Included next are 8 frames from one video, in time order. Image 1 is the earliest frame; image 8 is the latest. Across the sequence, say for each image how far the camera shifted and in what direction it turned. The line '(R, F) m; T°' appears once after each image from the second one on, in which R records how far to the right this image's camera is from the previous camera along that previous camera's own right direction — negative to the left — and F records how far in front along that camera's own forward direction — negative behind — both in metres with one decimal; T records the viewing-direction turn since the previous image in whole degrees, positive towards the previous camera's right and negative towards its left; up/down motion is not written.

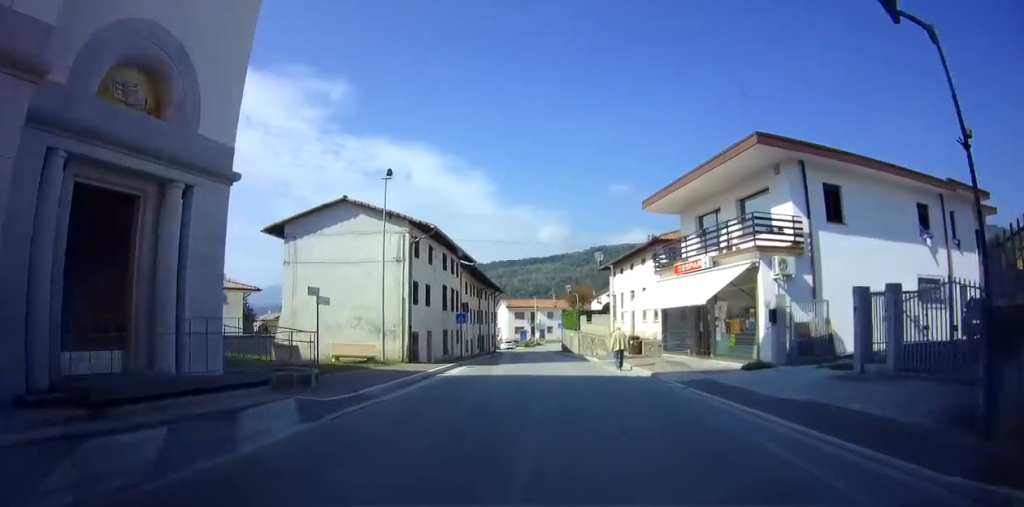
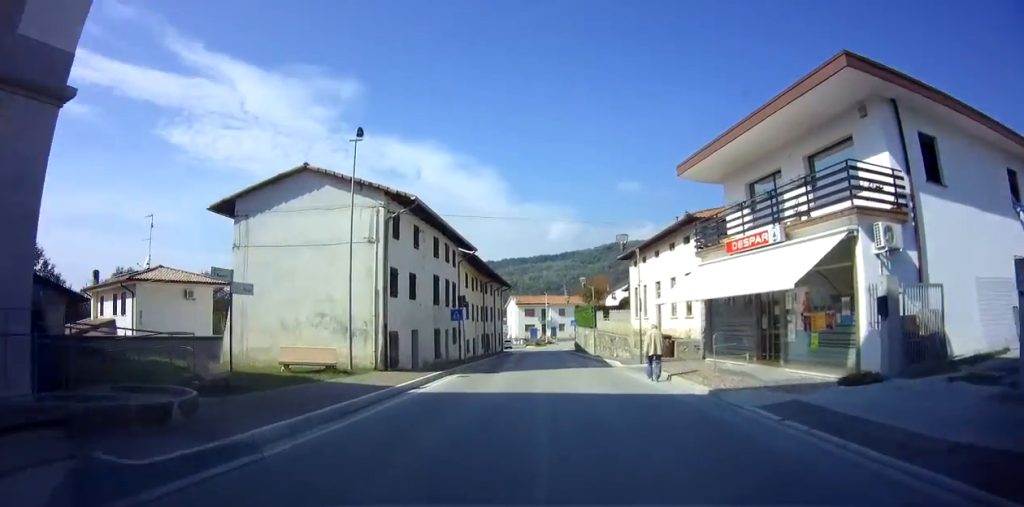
(+0.1, +5.2) m; -3°
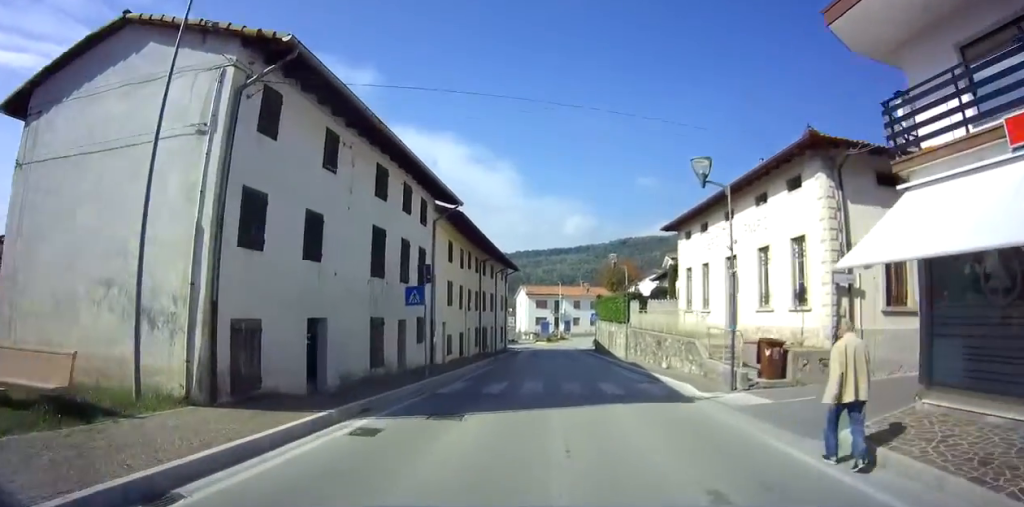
(-0.9, +11.5) m; -7°
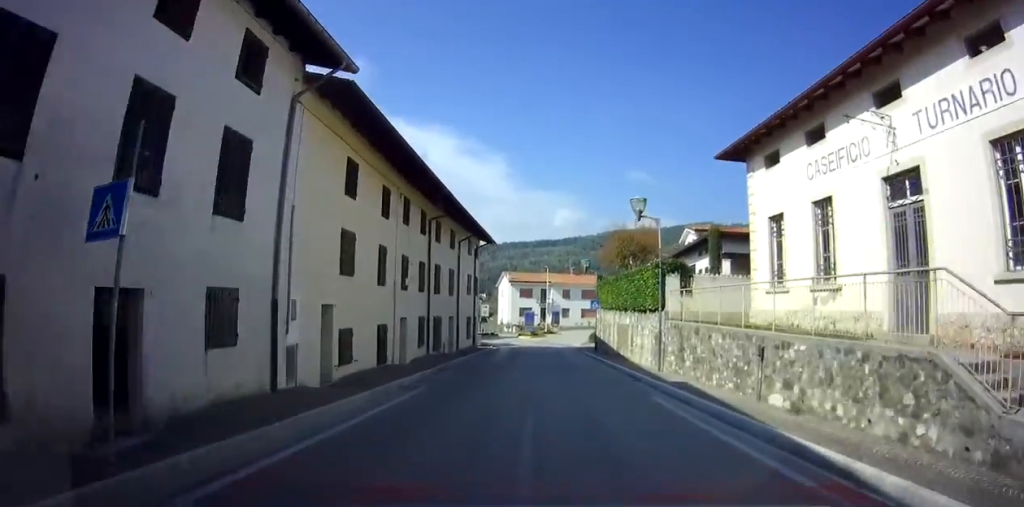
(-0.1, +11.8) m; 0°
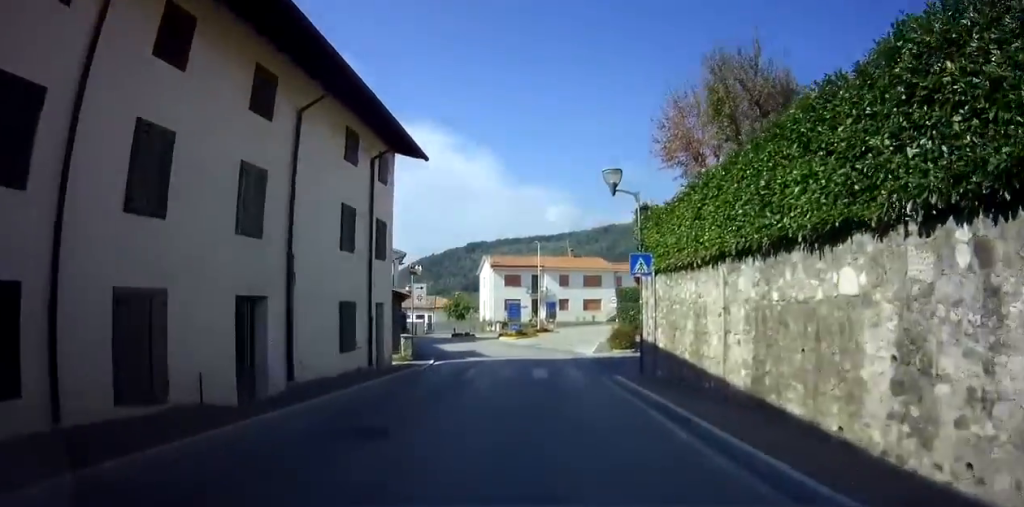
(+0.3, +18.4) m; +1°
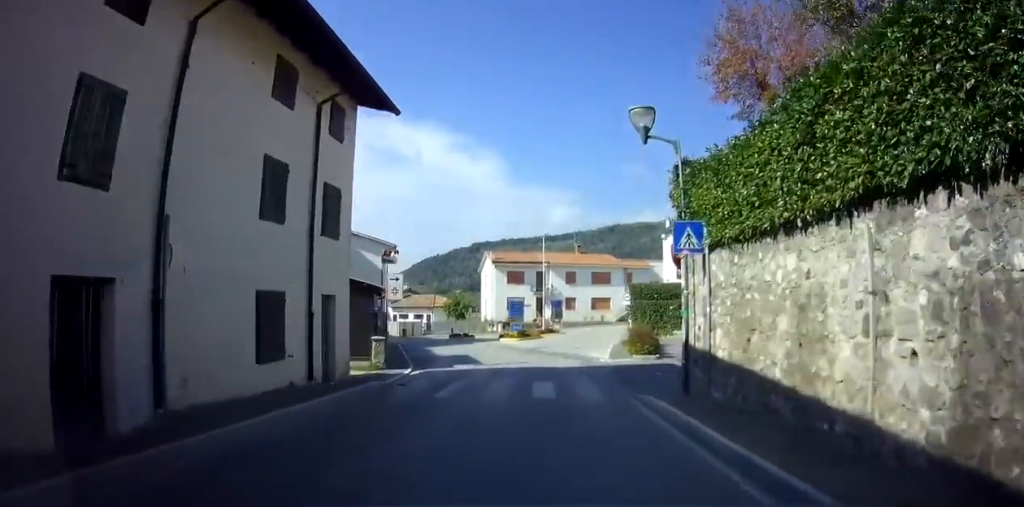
(0.0, +4.4) m; 0°
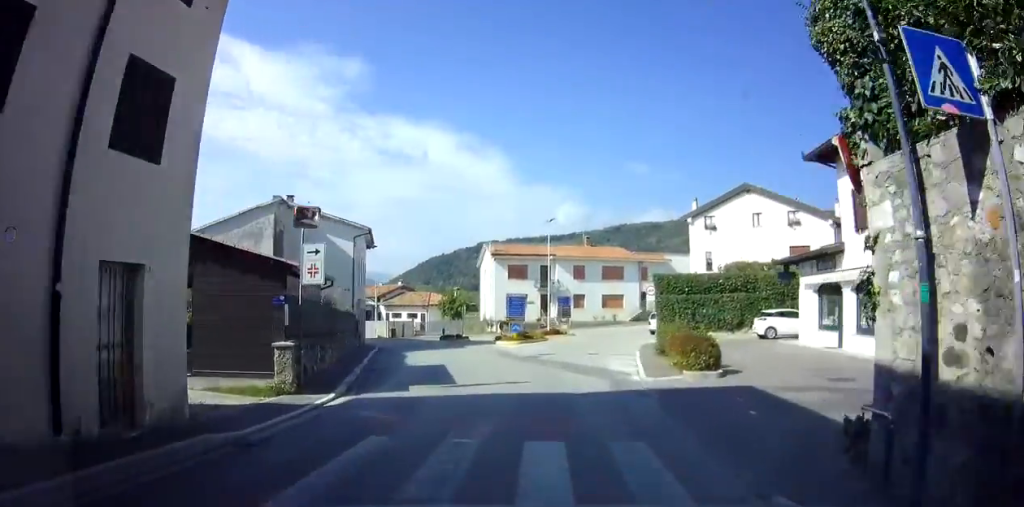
(0.0, +7.0) m; +1°
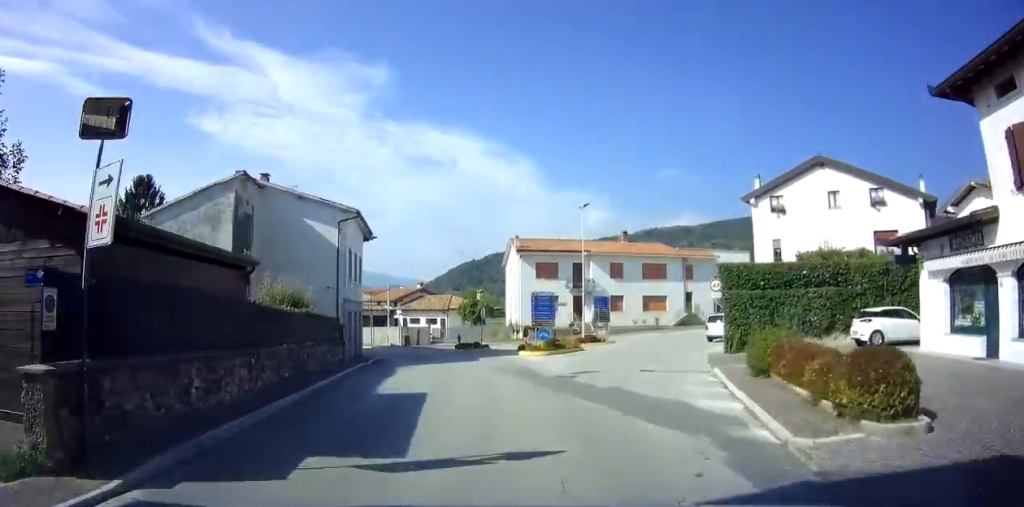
(0.0, +7.0) m; 0°
